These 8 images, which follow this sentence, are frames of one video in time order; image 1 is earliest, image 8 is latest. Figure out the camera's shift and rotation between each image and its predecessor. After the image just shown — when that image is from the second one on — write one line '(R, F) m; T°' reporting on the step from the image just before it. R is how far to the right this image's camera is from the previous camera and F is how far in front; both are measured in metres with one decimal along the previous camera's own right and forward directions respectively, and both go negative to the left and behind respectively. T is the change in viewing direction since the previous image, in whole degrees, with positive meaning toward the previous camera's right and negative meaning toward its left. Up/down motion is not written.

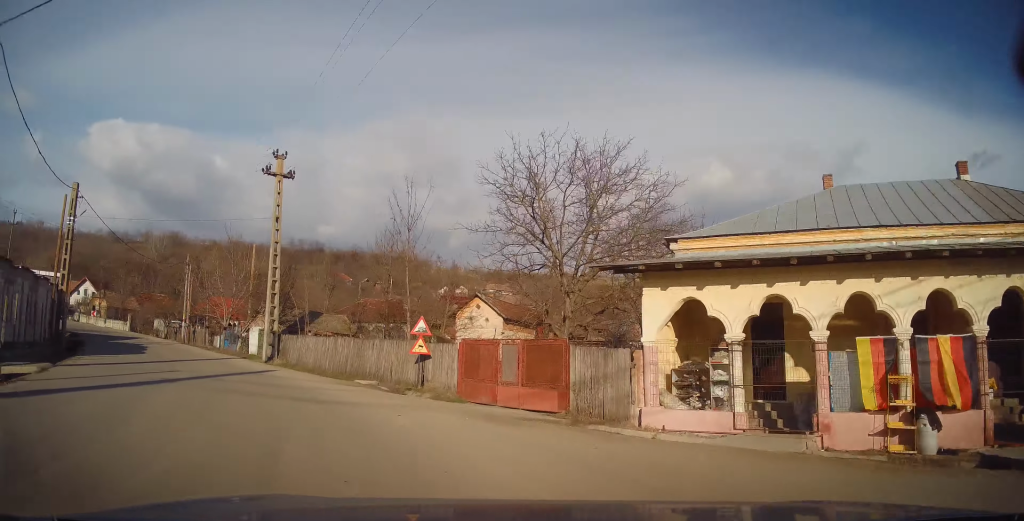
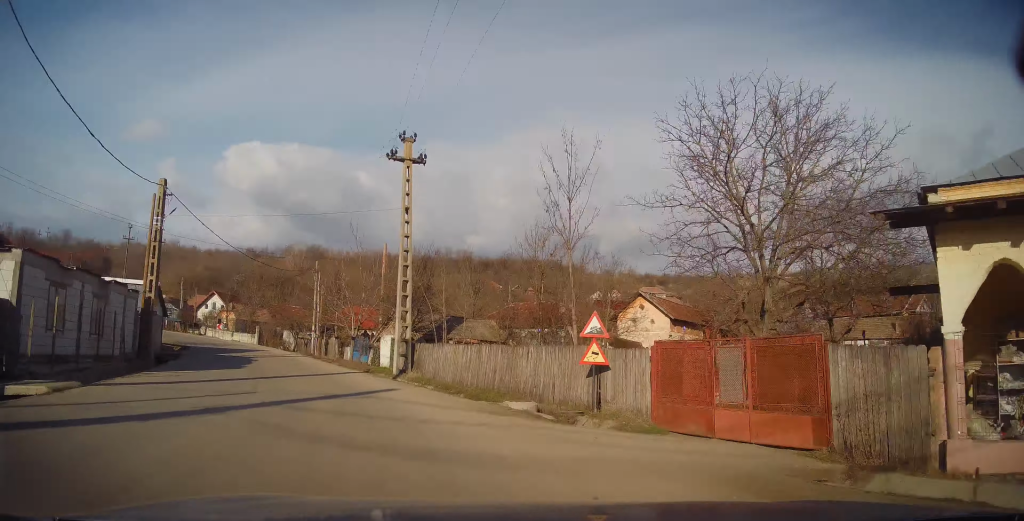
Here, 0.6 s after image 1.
(-0.8, +5.2) m; -13°
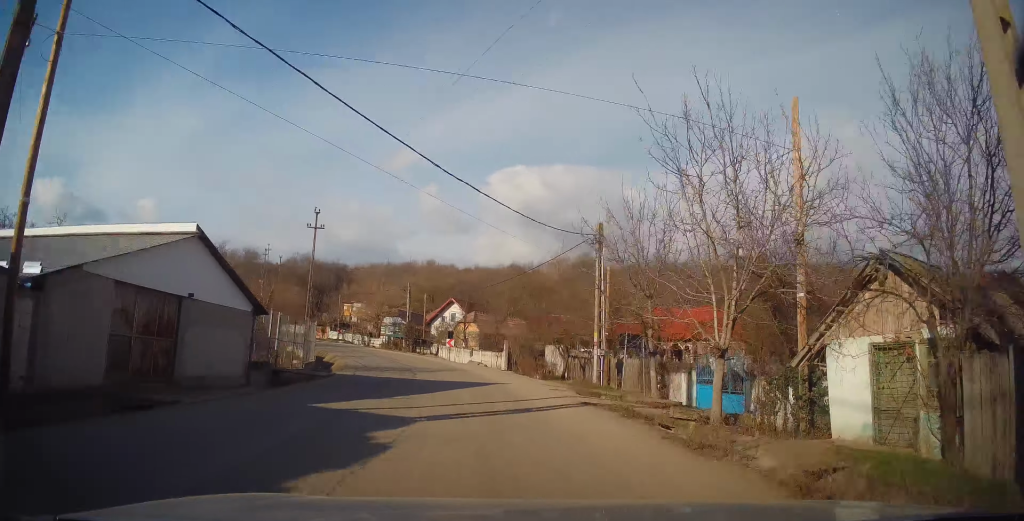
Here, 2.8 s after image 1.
(-6.6, +20.5) m; -27°
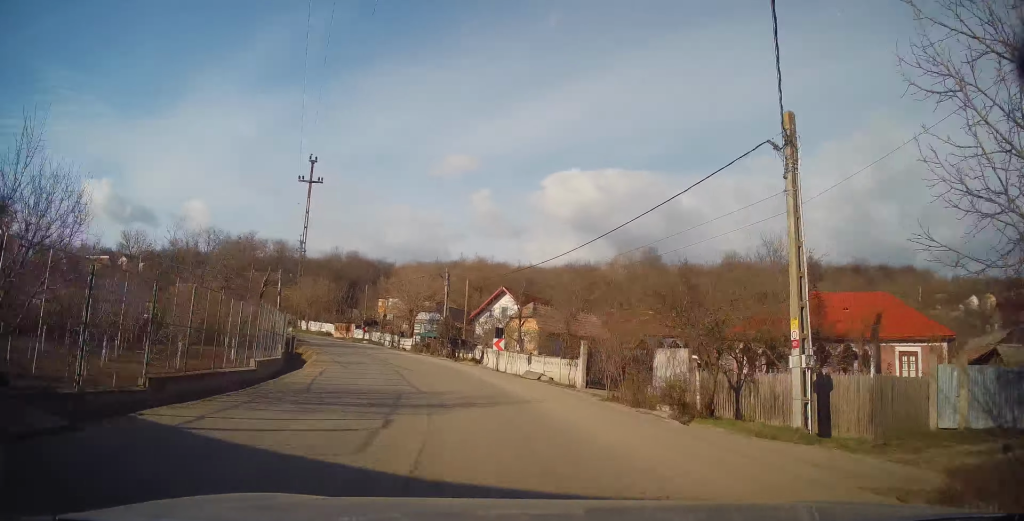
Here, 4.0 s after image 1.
(-1.0, +14.3) m; -9°
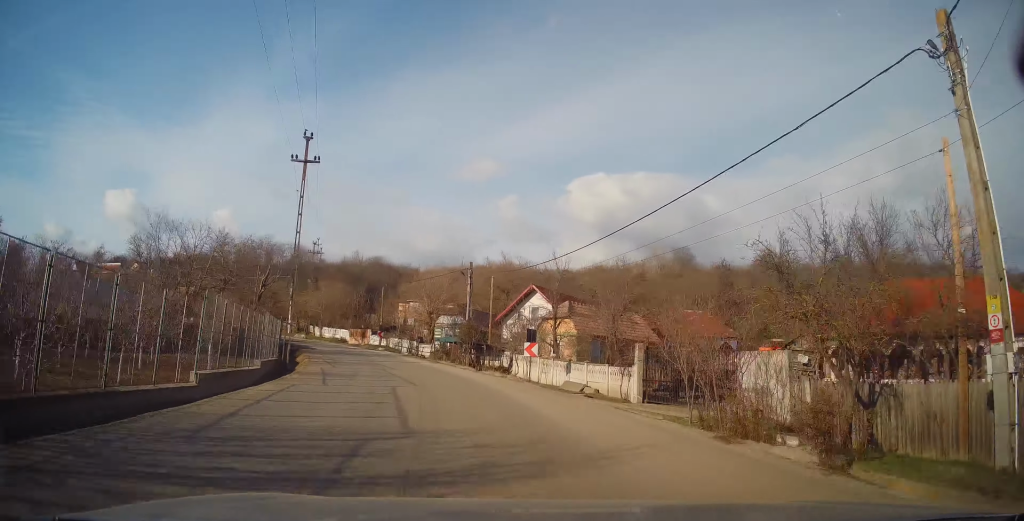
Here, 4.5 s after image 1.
(-0.2, +5.6) m; -3°
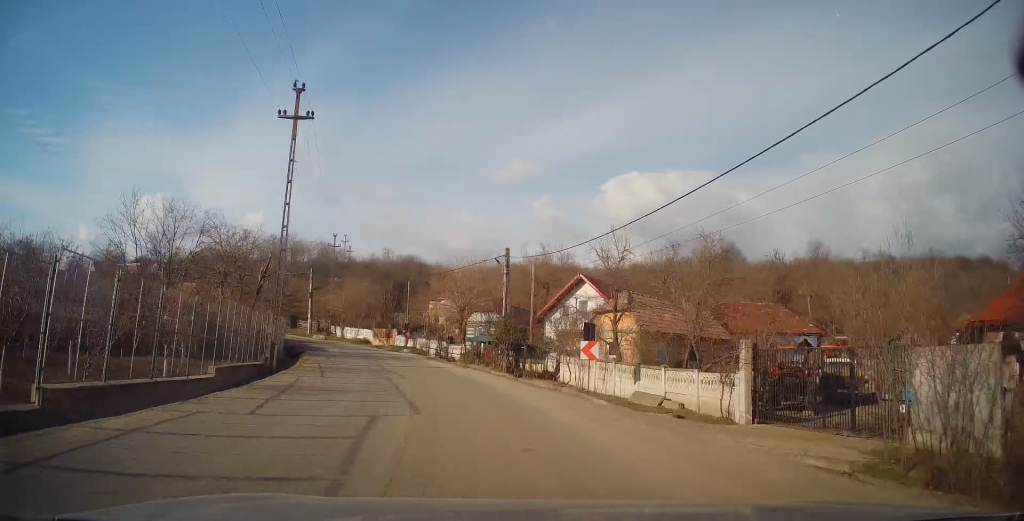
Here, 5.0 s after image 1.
(-0.2, +6.1) m; -2°
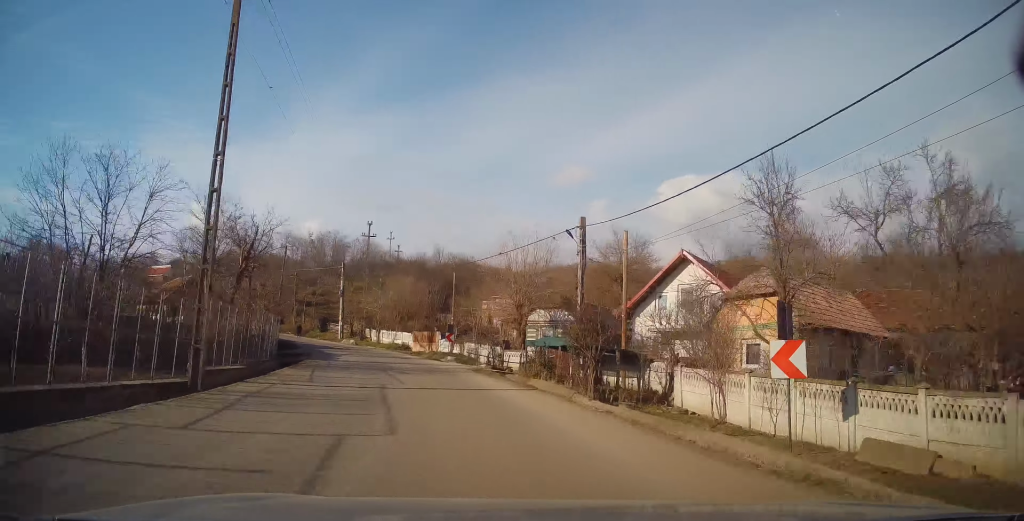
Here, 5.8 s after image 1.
(-0.3, +10.2) m; -4°
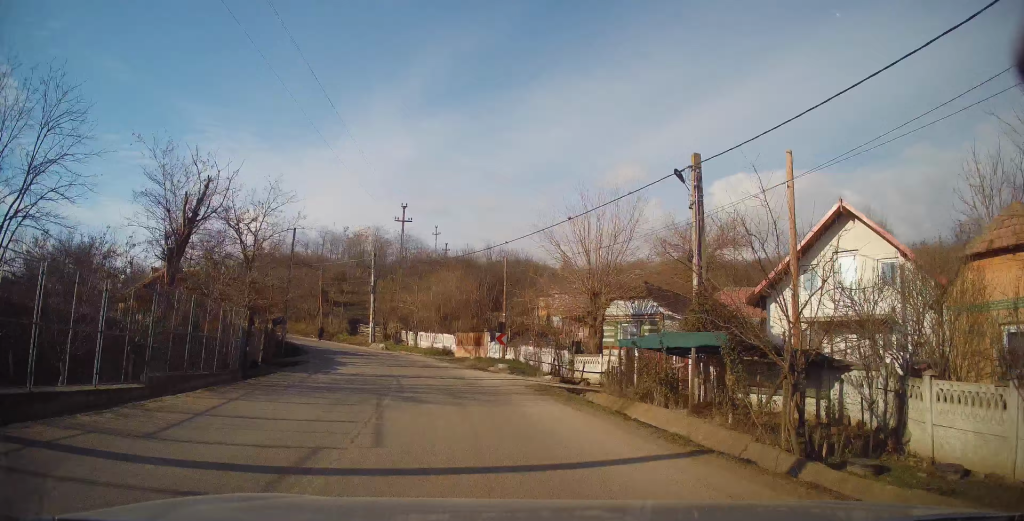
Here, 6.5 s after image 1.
(-0.3, +9.6) m; -5°
